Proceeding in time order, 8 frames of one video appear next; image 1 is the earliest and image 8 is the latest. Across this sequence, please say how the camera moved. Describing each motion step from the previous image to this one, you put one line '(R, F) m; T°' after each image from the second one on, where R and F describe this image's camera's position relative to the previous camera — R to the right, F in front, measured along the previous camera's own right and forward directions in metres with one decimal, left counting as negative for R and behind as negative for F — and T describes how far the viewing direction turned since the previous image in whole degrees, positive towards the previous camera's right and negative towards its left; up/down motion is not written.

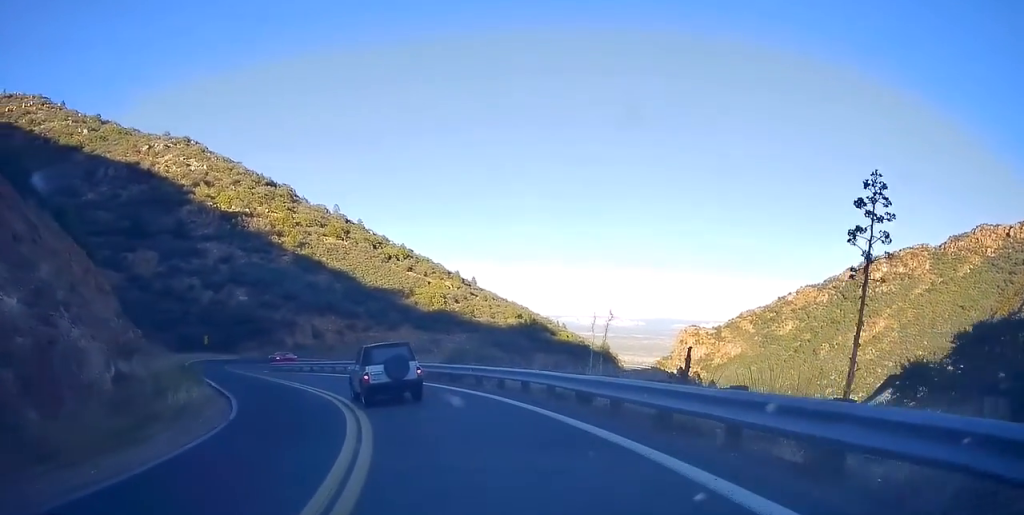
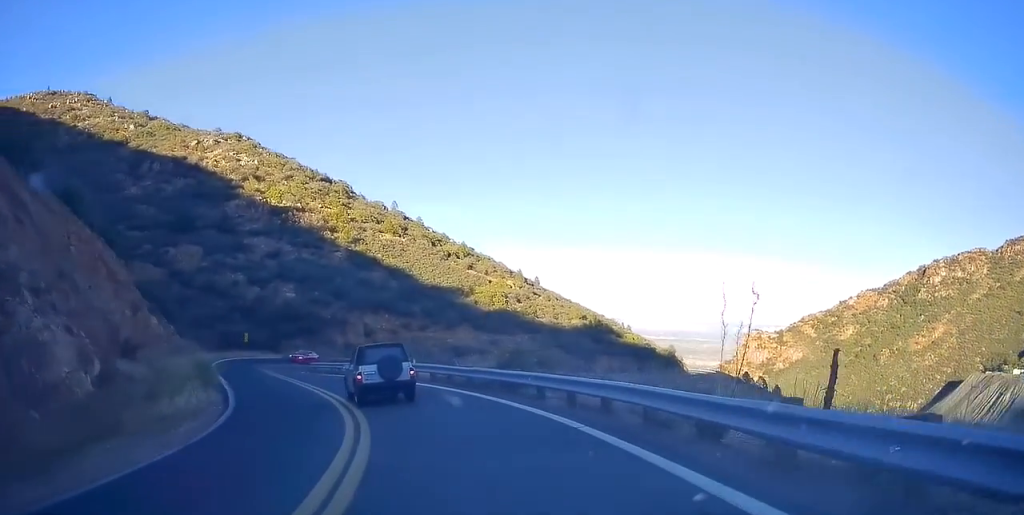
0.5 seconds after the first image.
(-0.2, +4.7) m; -7°
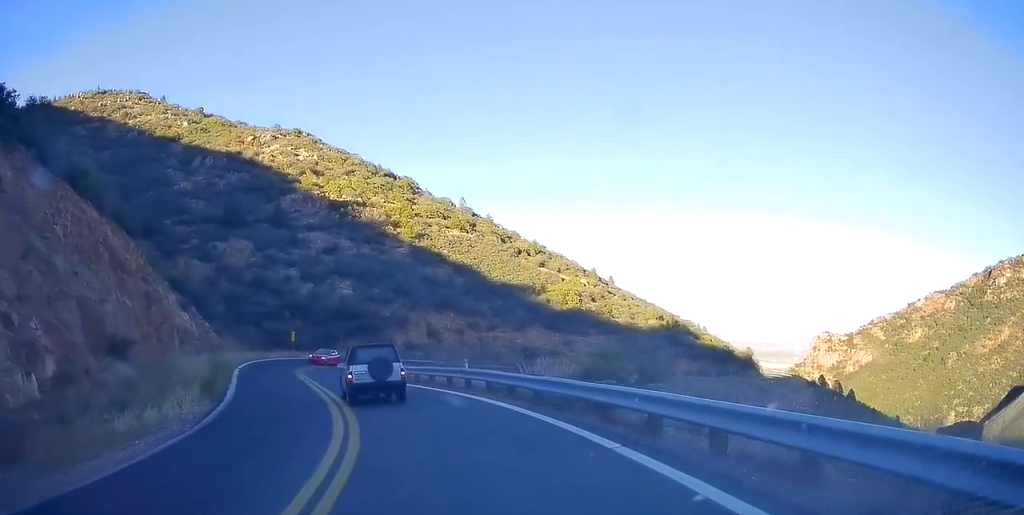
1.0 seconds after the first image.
(-0.3, +5.6) m; -7°
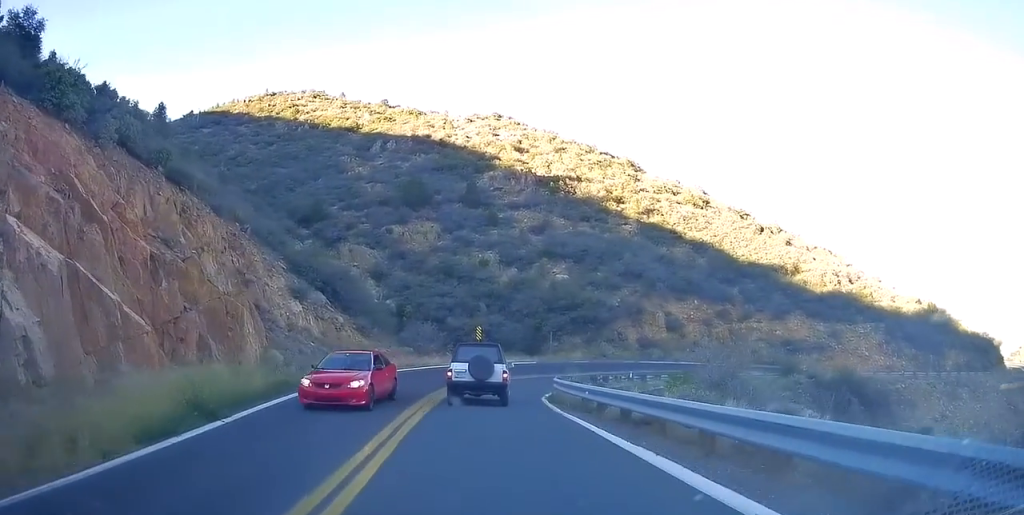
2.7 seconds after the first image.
(-2.9, +16.9) m; -16°
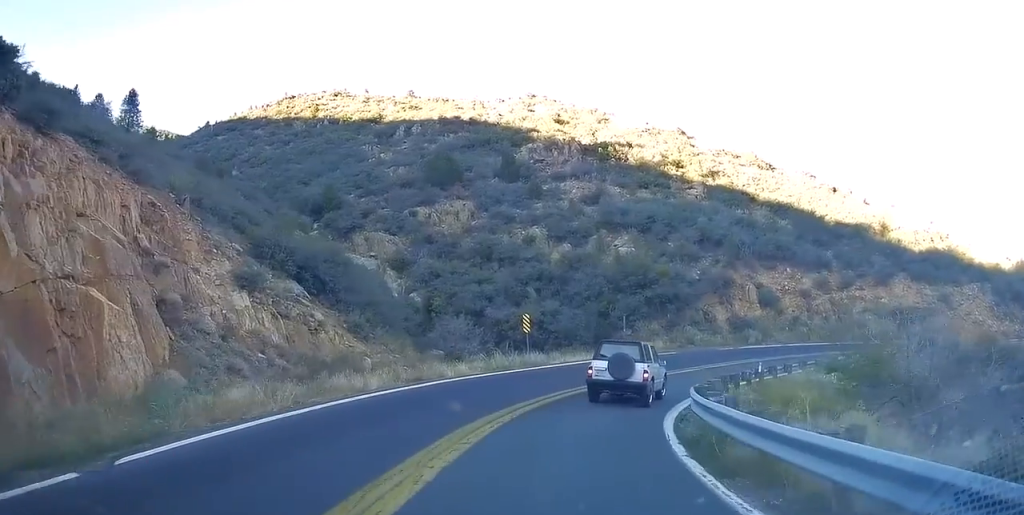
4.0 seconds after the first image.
(-1.0, +12.3) m; -6°
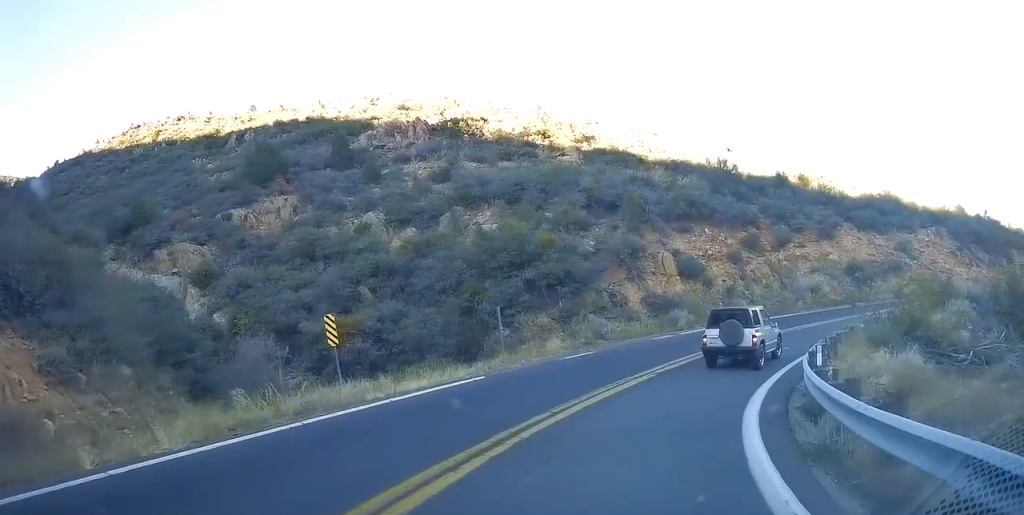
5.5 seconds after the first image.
(+0.7, +13.0) m; +13°
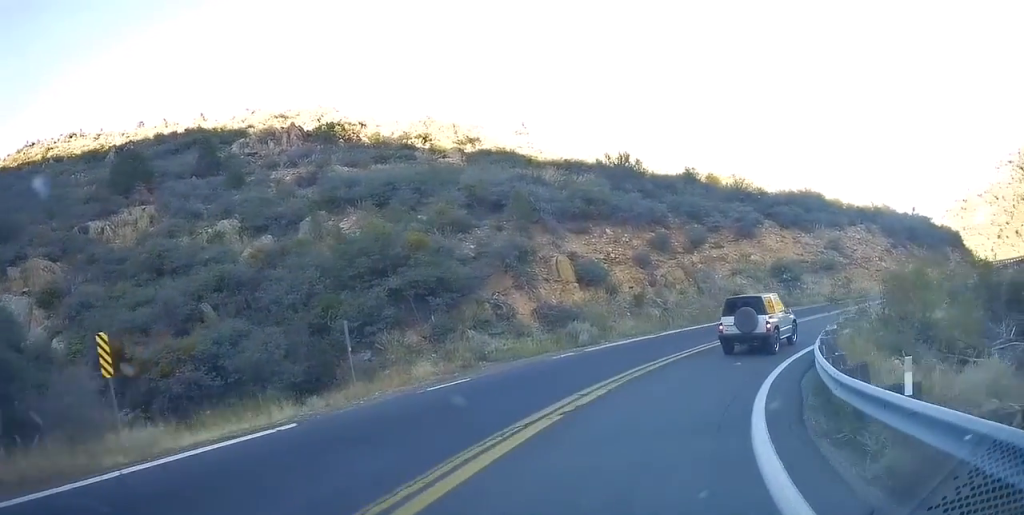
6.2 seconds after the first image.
(+0.5, +5.8) m; +12°
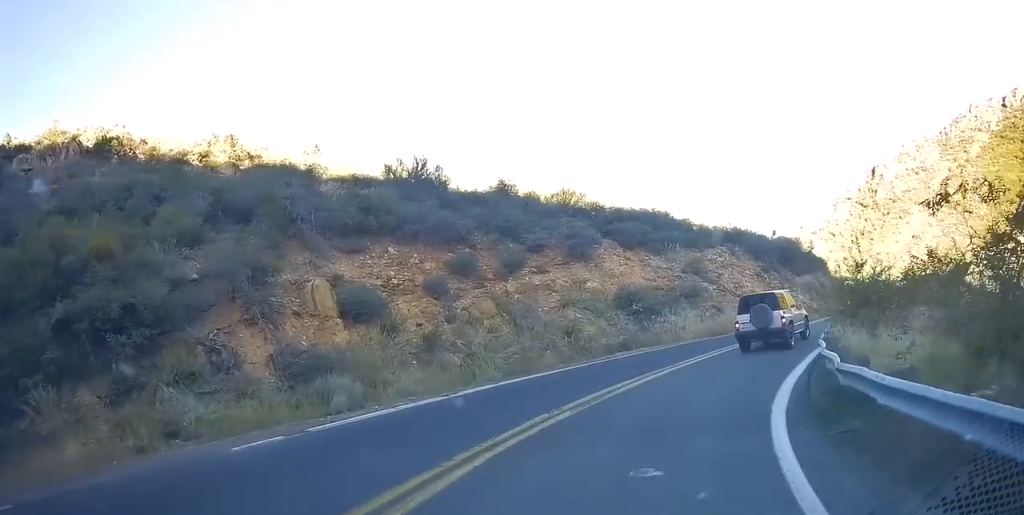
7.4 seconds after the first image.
(+1.9, +9.5) m; +22°
